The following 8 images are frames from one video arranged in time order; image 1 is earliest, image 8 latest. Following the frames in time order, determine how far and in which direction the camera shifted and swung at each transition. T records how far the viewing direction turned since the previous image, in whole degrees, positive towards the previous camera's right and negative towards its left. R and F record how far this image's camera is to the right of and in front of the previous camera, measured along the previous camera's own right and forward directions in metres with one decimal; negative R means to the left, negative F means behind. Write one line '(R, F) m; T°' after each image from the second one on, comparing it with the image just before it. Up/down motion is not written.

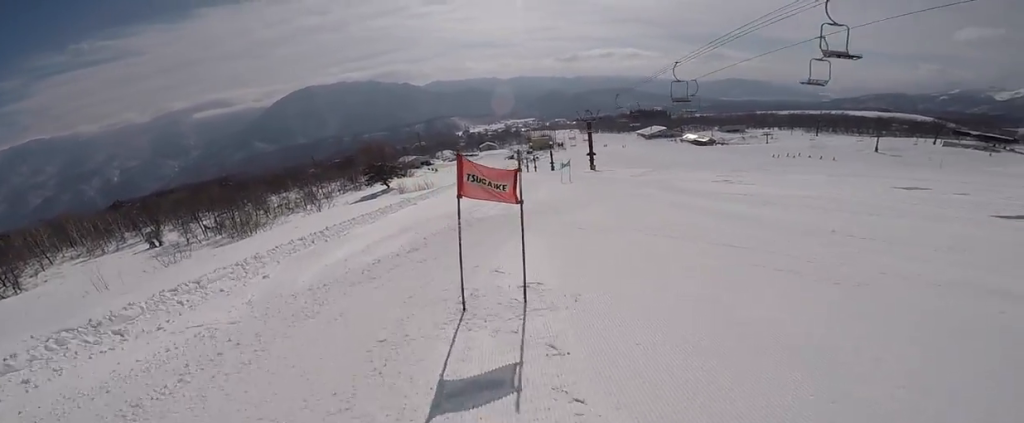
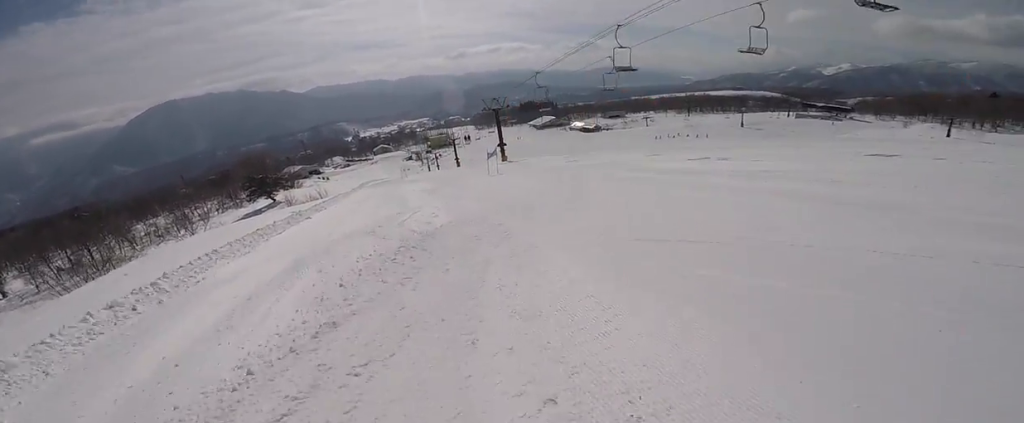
(+1.0, +4.4) m; +13°
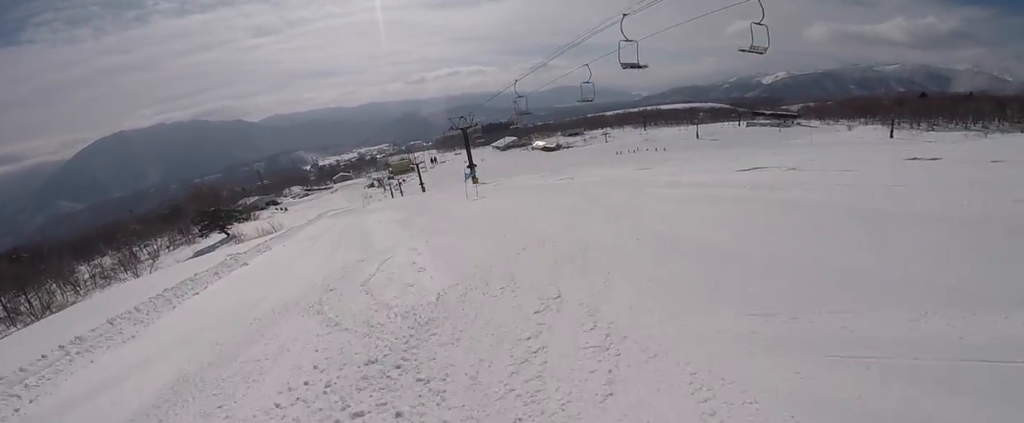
(0.0, +3.7) m; +11°
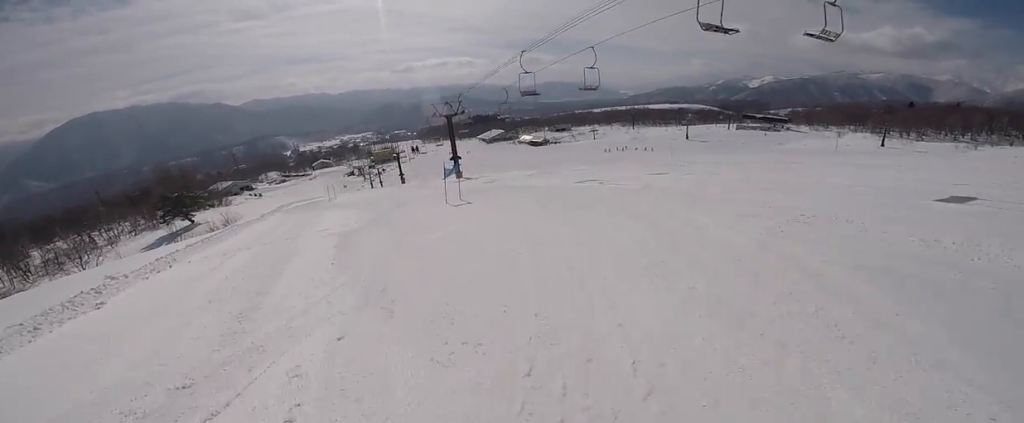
(+1.0, +5.4) m; +7°
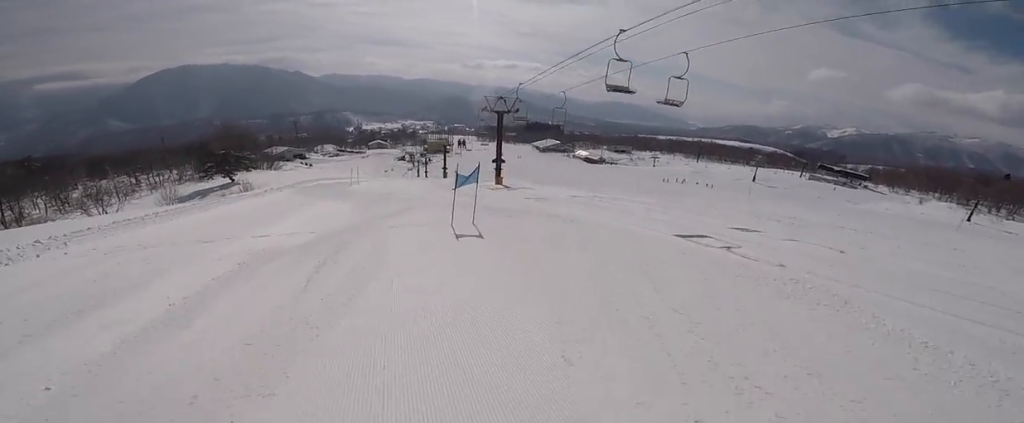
(+0.4, +5.6) m; +1°
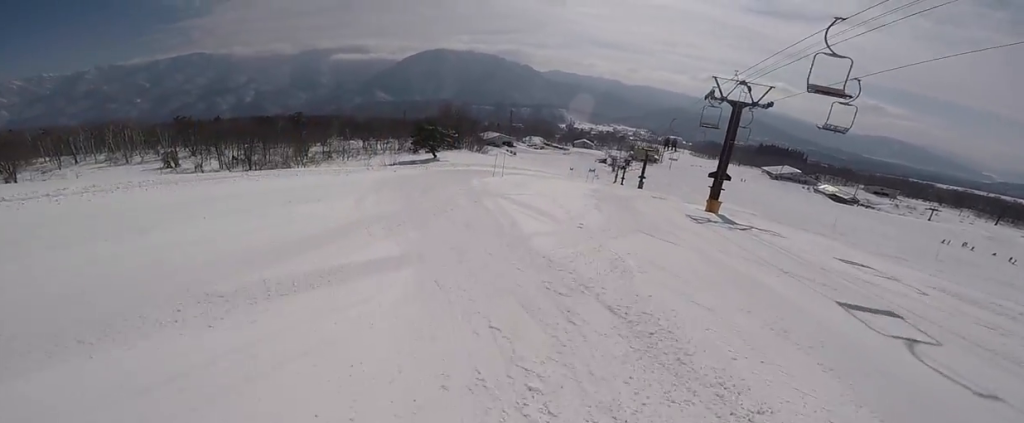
(-1.3, +11.3) m; -23°
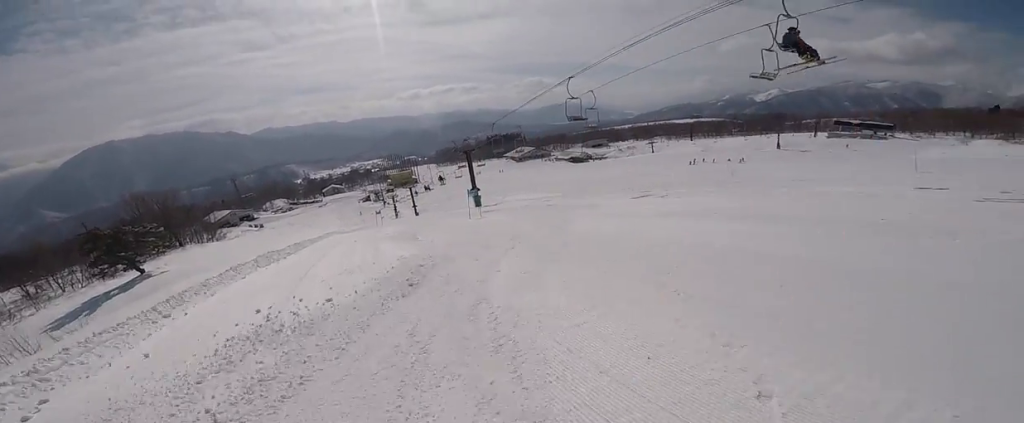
(-2.9, +24.4) m; +16°
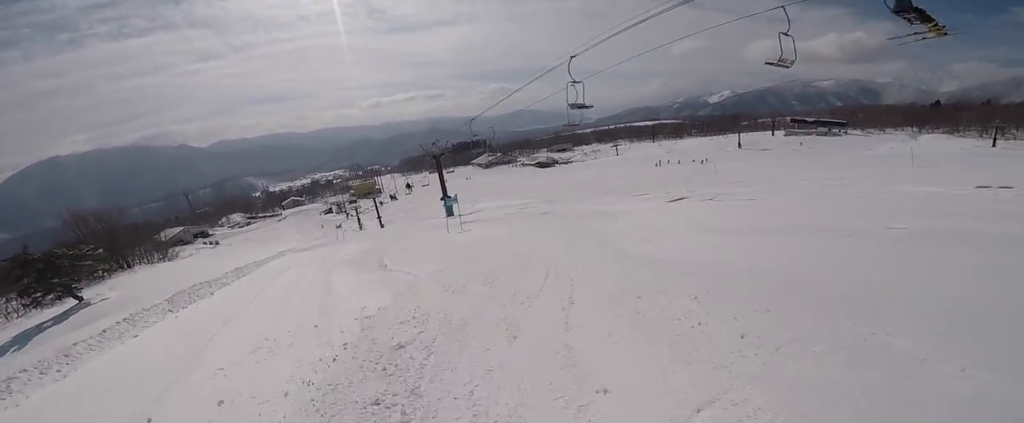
(+0.6, +3.7) m; +6°
